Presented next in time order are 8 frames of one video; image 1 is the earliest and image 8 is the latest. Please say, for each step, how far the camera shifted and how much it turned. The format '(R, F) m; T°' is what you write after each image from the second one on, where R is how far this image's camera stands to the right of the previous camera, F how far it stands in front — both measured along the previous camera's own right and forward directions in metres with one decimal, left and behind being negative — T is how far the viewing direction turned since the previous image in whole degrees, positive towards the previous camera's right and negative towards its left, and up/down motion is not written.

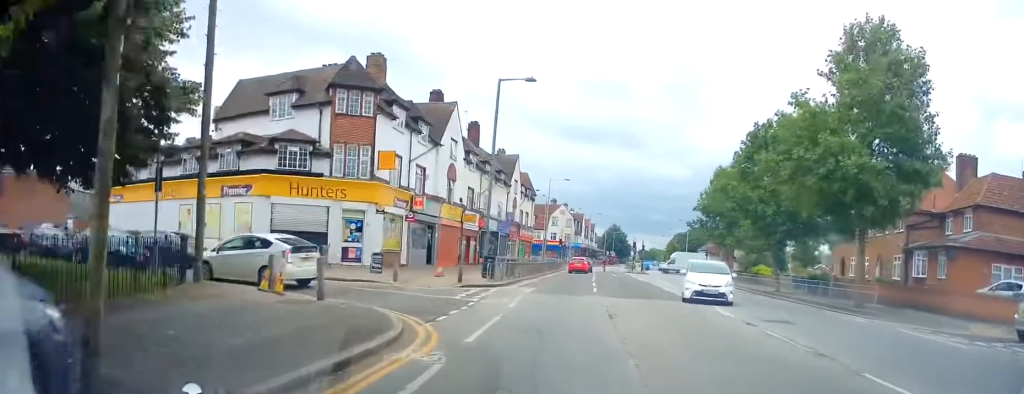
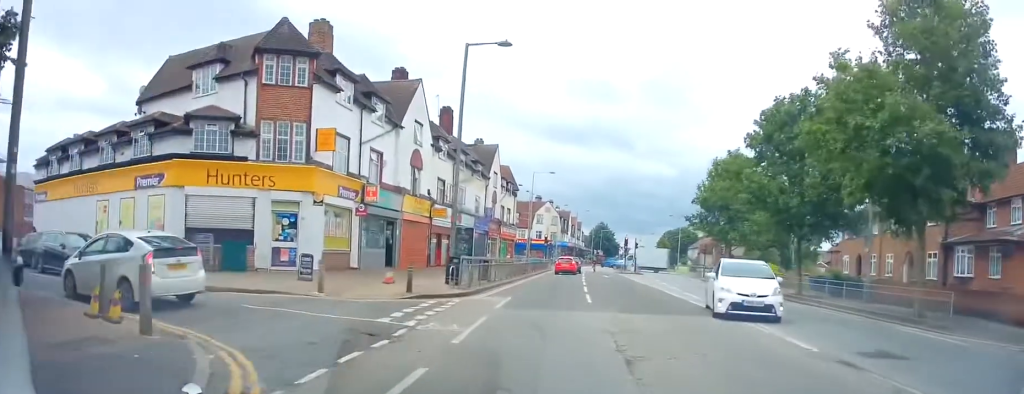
(0.0, +5.5) m; 0°
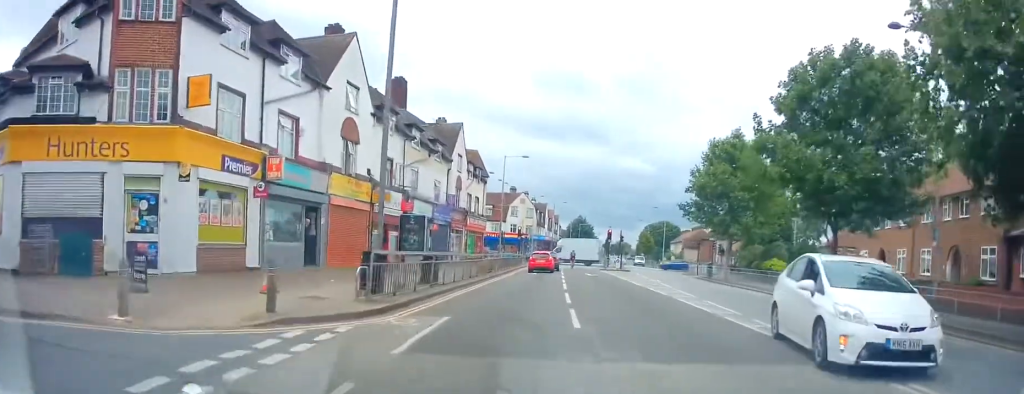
(0.0, +7.2) m; +3°
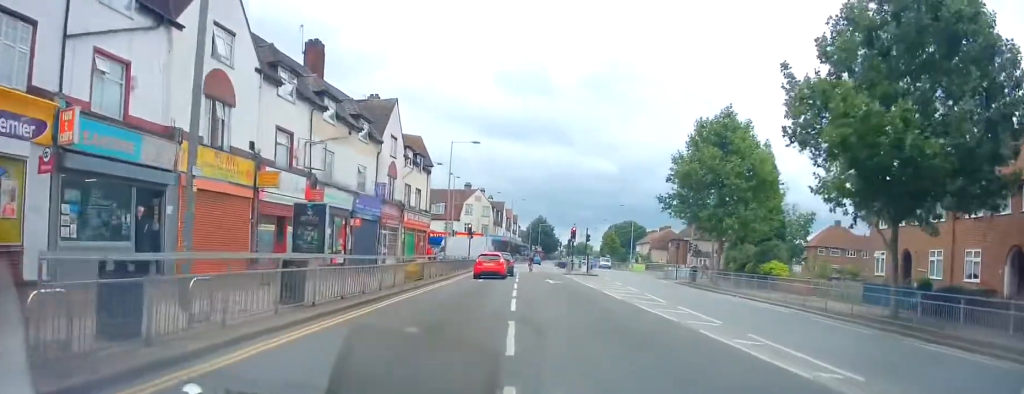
(+0.5, +8.0) m; +3°
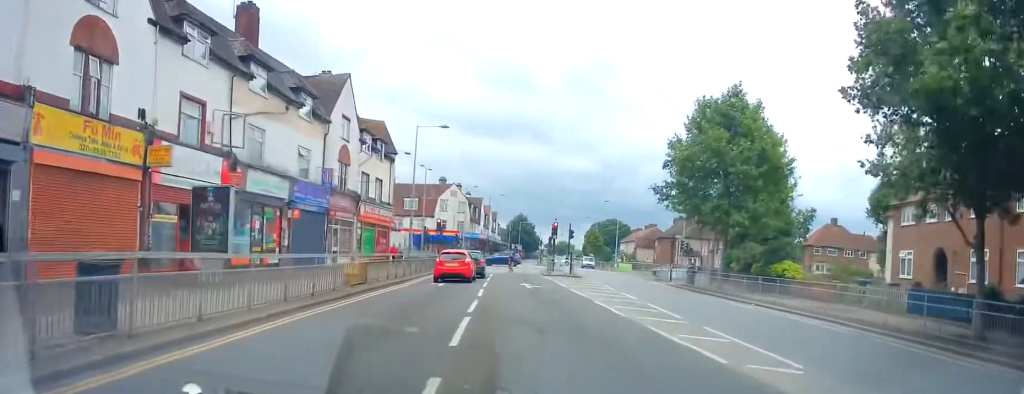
(0.0, +5.4) m; 0°
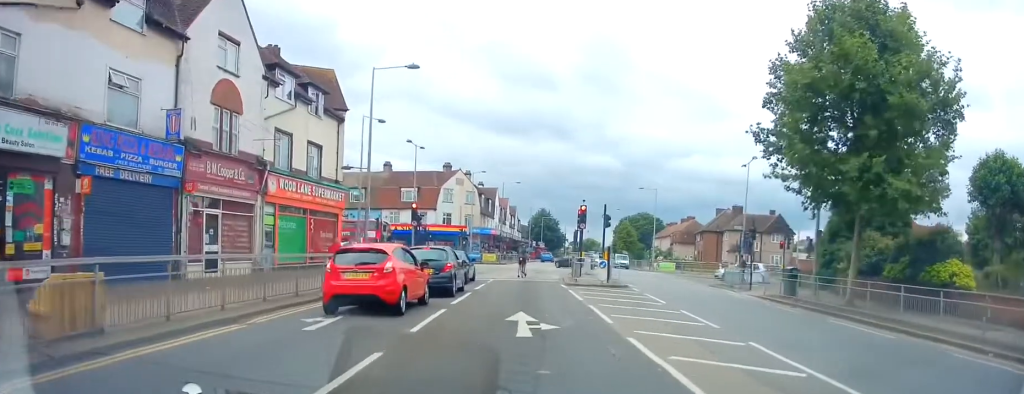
(-0.1, +14.0) m; -1°
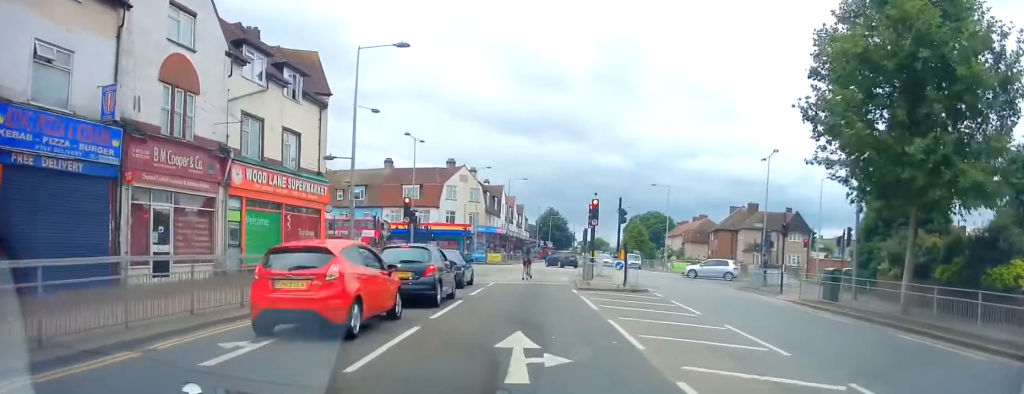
(0.0, +3.3) m; 0°
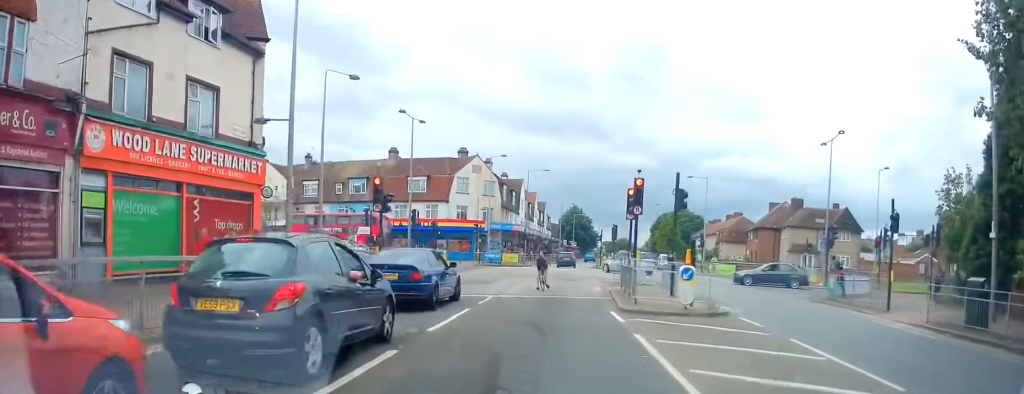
(-0.1, +7.7) m; -3°
